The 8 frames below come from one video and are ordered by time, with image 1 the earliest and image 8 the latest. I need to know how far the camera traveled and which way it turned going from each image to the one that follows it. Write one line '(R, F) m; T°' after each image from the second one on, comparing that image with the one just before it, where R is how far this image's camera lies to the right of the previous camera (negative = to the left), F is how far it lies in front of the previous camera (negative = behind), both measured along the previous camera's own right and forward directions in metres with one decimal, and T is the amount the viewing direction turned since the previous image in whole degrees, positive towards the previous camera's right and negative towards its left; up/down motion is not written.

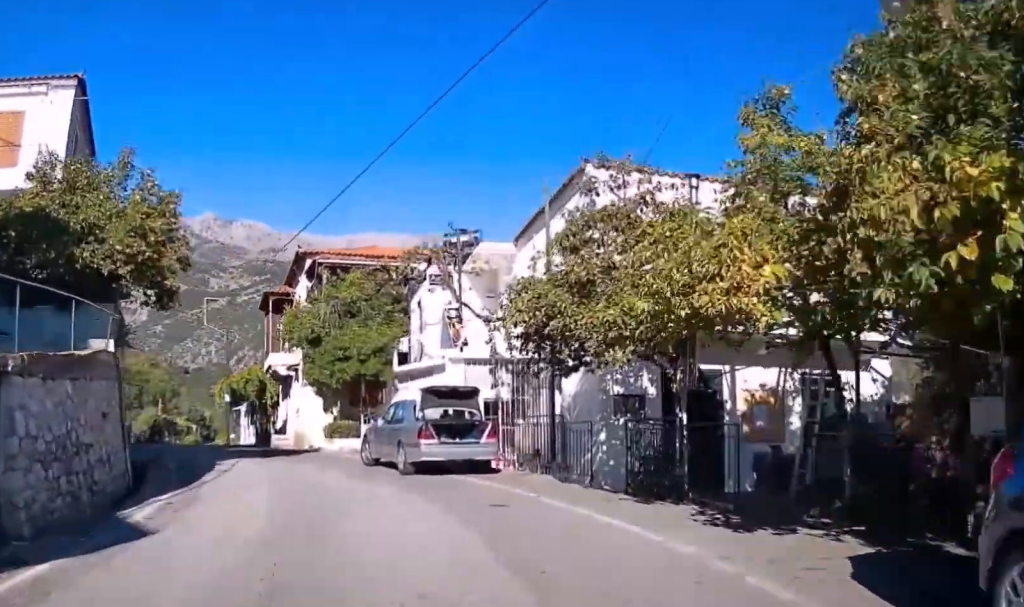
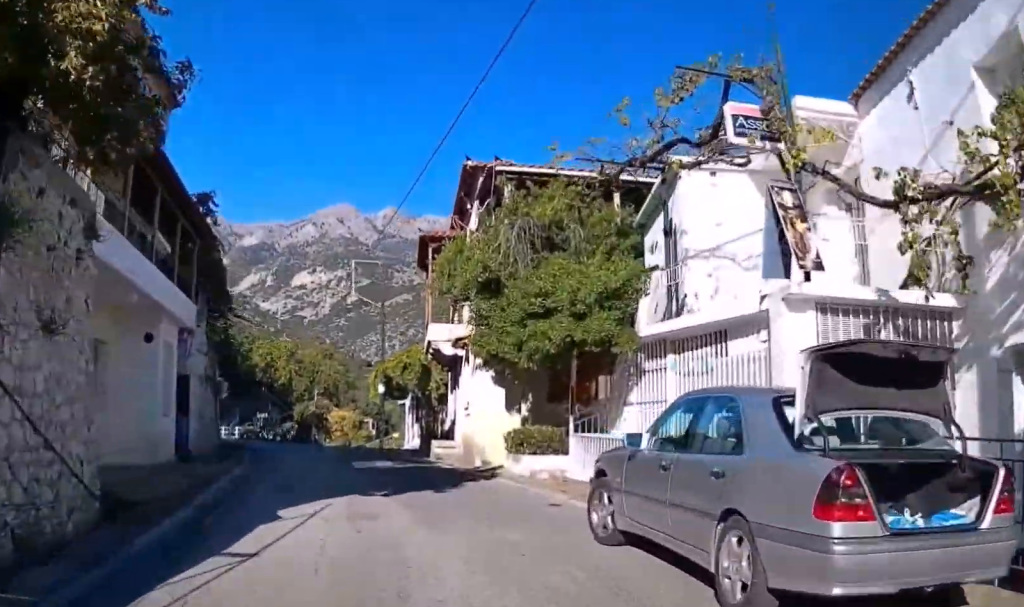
(-1.8, +10.2) m; -18°
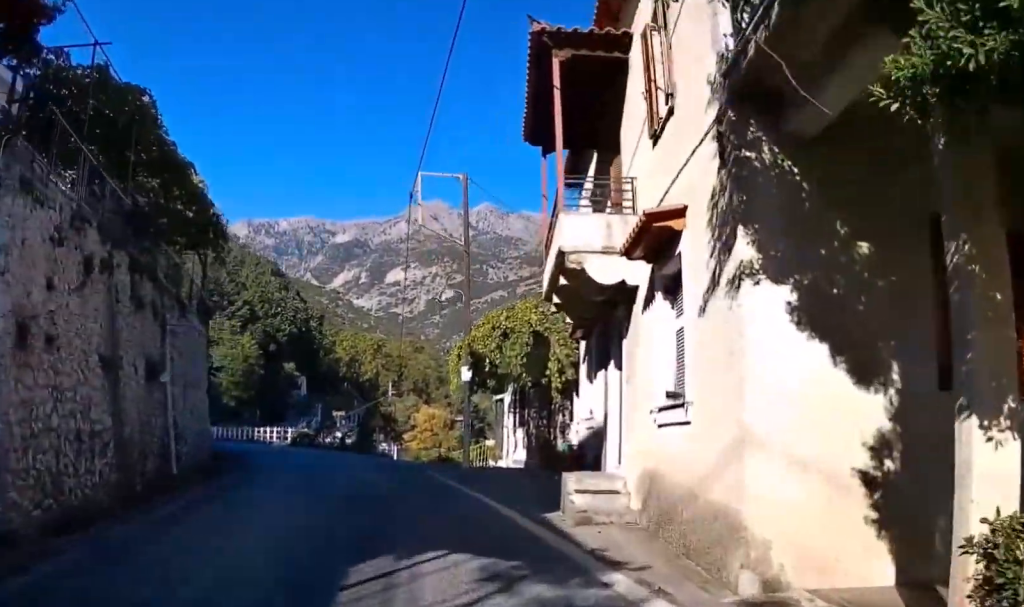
(-1.3, +12.8) m; -10°
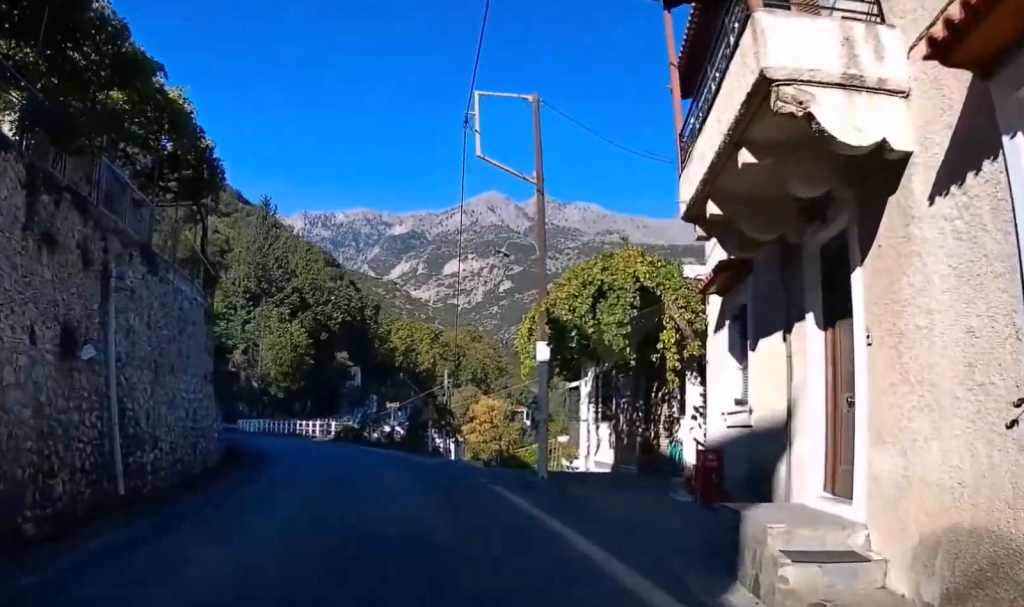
(-0.2, +5.2) m; -4°
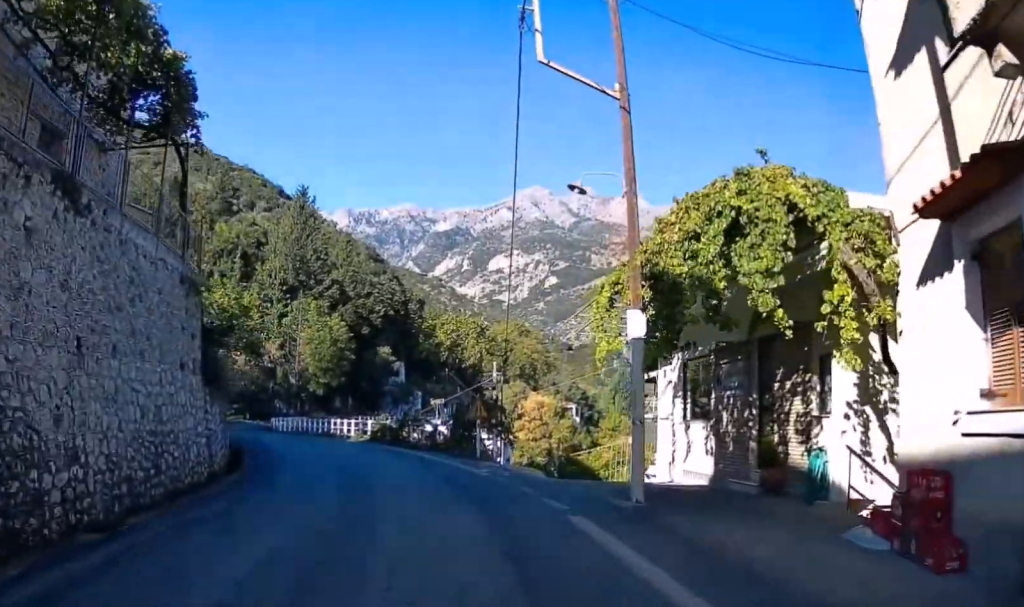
(-0.2, +4.7) m; -3°
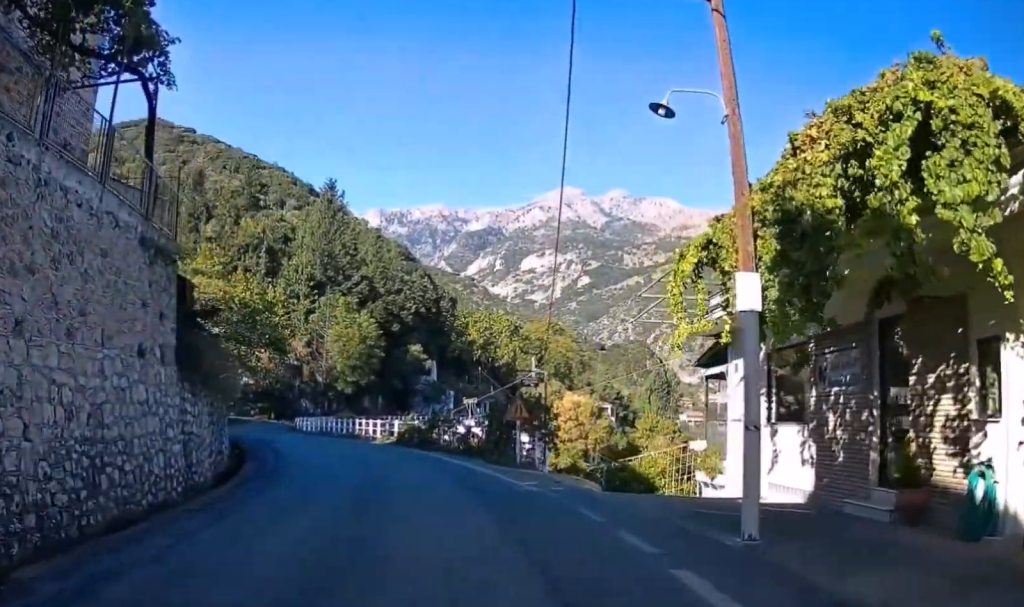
(-0.1, +3.2) m; -2°
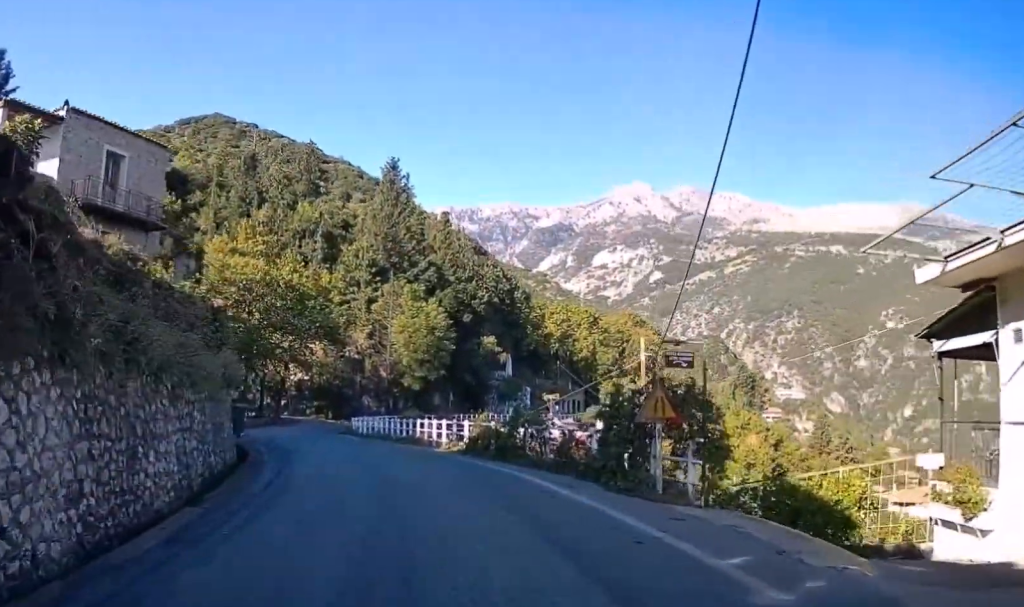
(-0.2, +8.2) m; -2°
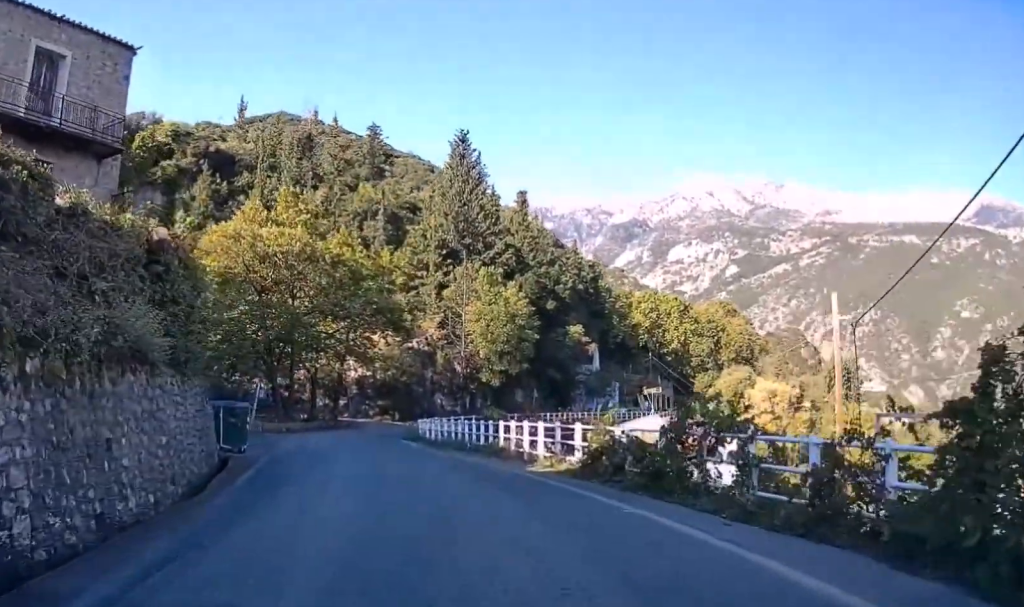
(-0.1, +9.9) m; -6°
